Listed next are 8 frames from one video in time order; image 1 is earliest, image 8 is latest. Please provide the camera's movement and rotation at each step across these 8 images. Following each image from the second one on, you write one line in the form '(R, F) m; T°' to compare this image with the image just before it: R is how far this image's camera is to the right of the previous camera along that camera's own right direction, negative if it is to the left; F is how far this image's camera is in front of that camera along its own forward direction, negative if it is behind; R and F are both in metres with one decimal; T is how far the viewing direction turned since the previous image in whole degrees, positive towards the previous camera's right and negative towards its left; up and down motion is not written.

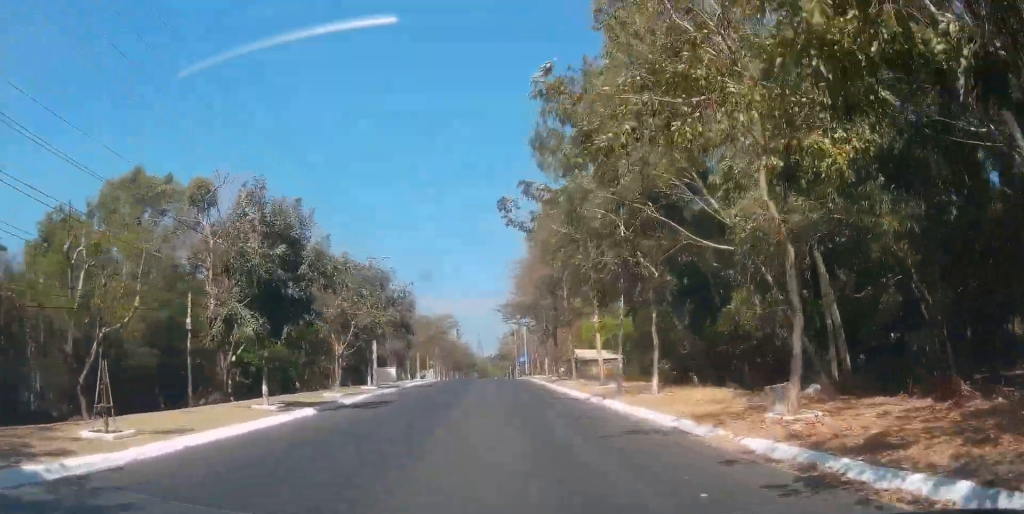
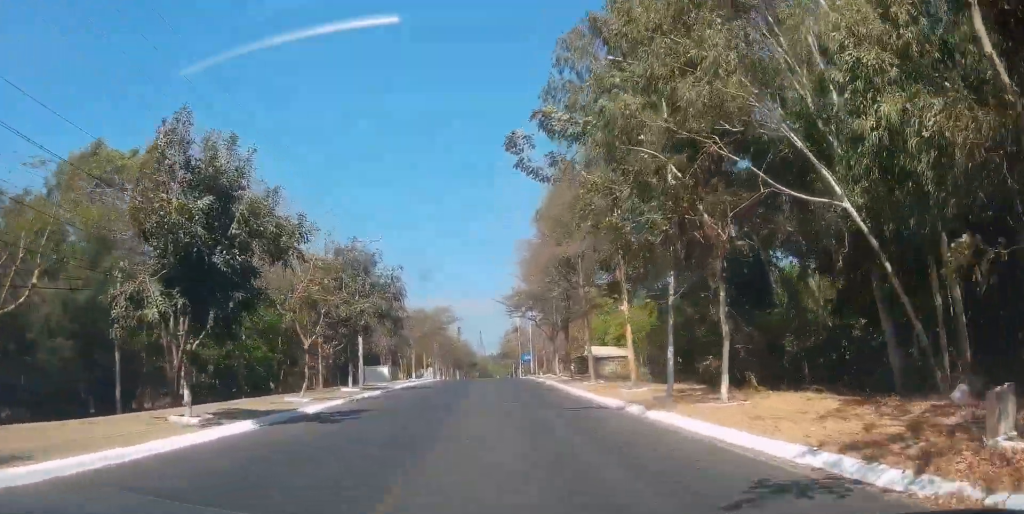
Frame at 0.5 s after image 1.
(-0.3, +6.6) m; 0°
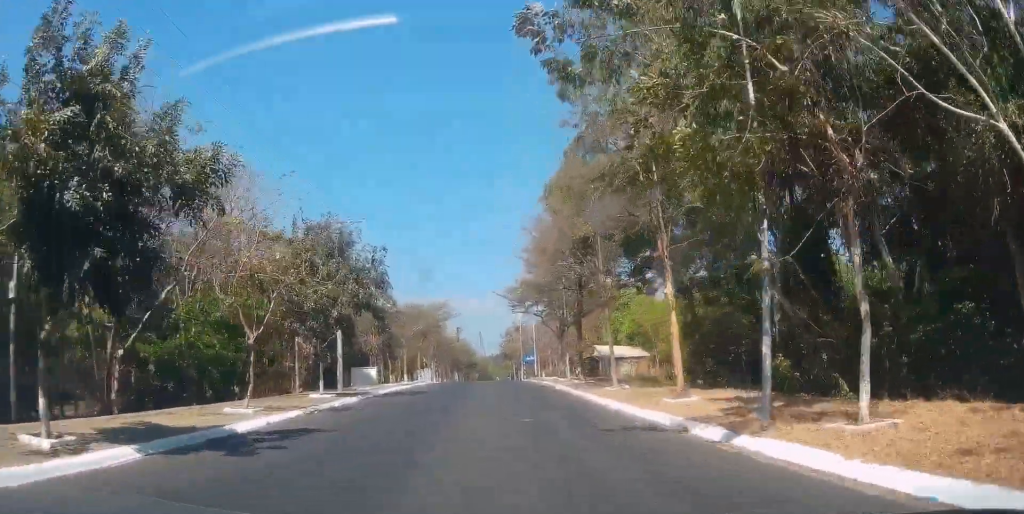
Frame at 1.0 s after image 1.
(-0.2, +6.1) m; 0°
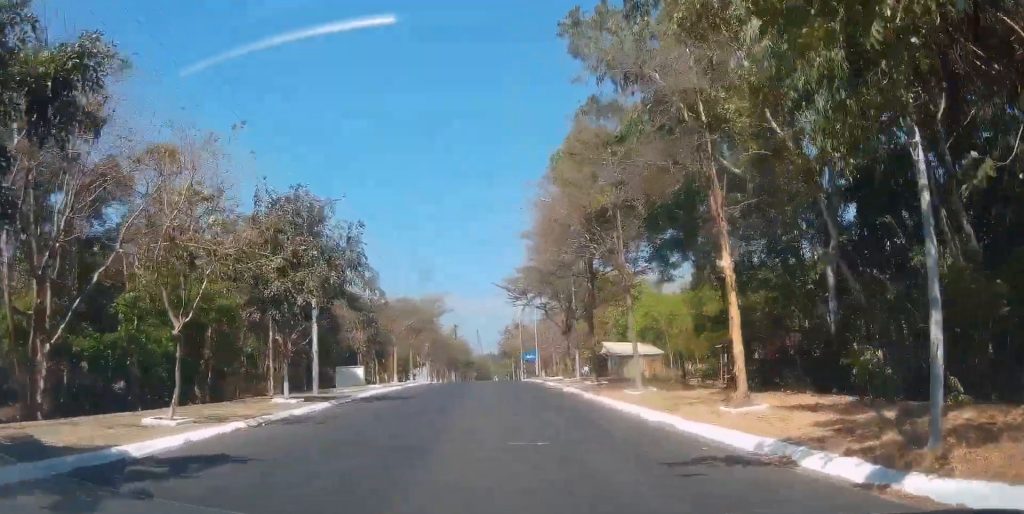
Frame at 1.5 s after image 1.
(+0.2, +5.2) m; 0°
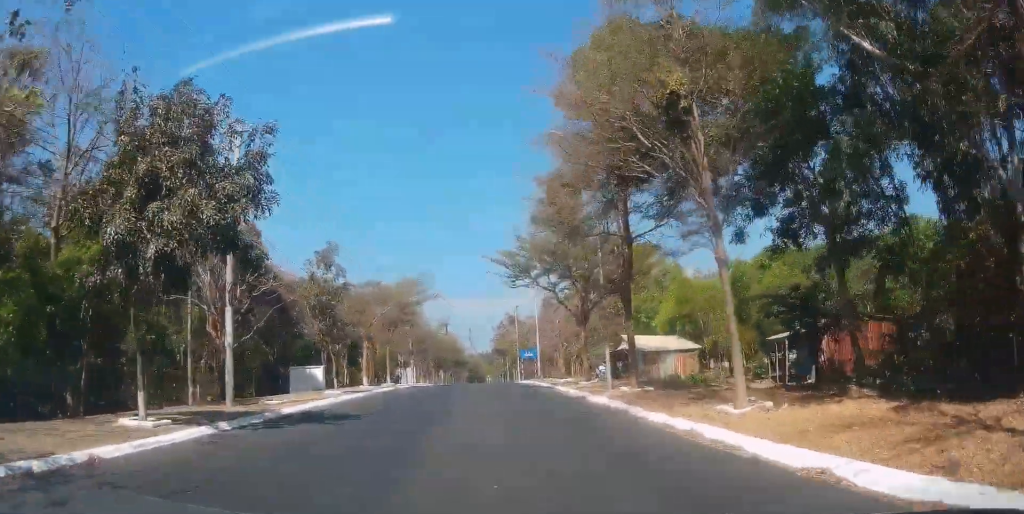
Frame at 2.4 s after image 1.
(0.0, +11.1) m; 0°
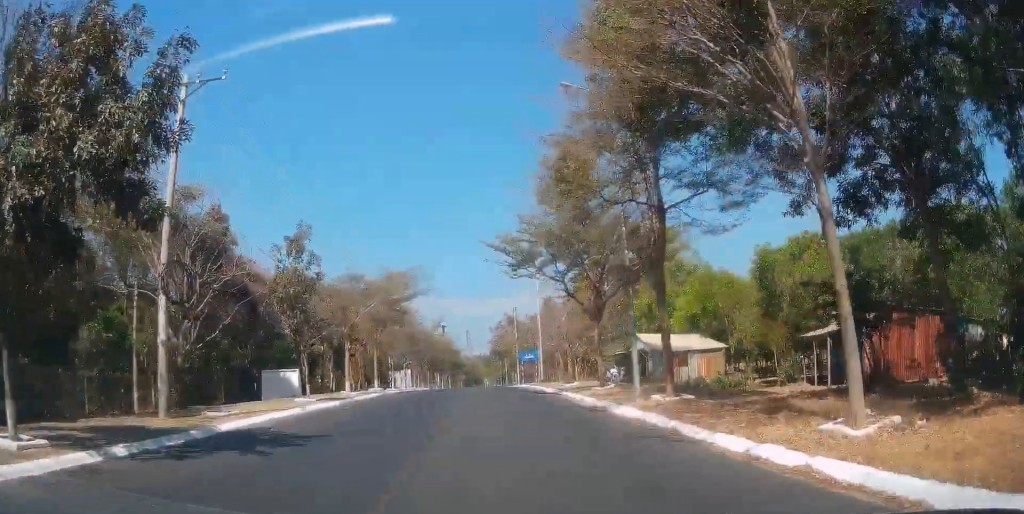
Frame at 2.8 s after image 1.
(-0.2, +5.1) m; 0°
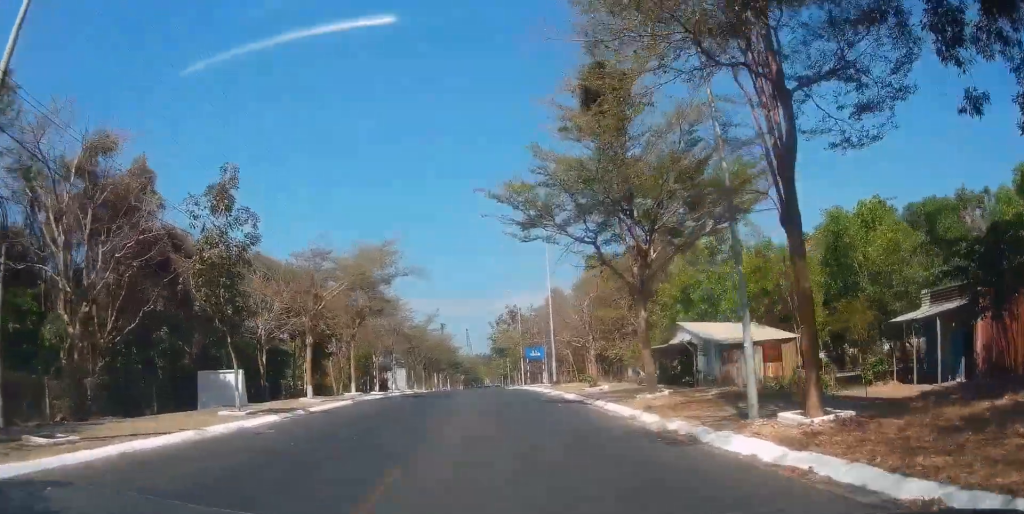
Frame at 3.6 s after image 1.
(+0.3, +9.0) m; +2°
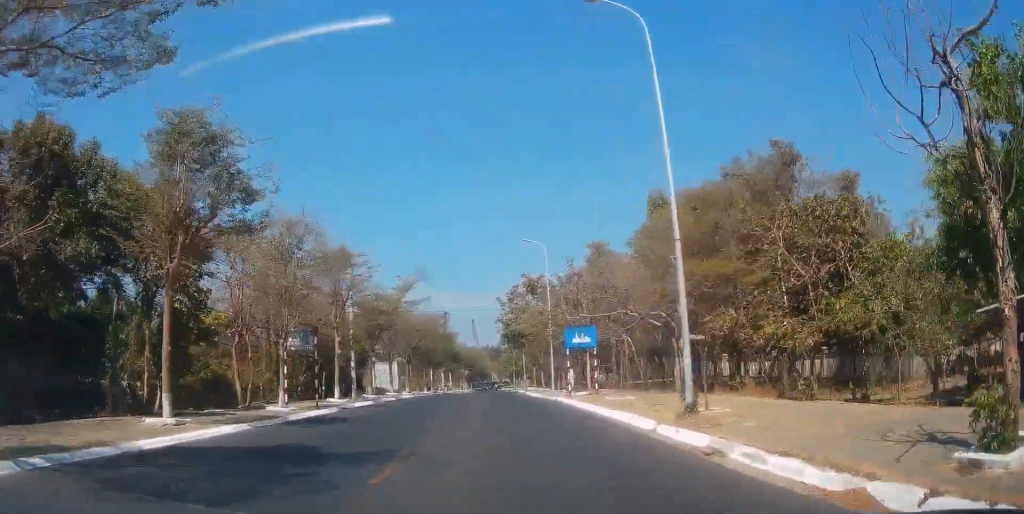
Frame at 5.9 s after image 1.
(-0.4, +25.8) m; -2°
